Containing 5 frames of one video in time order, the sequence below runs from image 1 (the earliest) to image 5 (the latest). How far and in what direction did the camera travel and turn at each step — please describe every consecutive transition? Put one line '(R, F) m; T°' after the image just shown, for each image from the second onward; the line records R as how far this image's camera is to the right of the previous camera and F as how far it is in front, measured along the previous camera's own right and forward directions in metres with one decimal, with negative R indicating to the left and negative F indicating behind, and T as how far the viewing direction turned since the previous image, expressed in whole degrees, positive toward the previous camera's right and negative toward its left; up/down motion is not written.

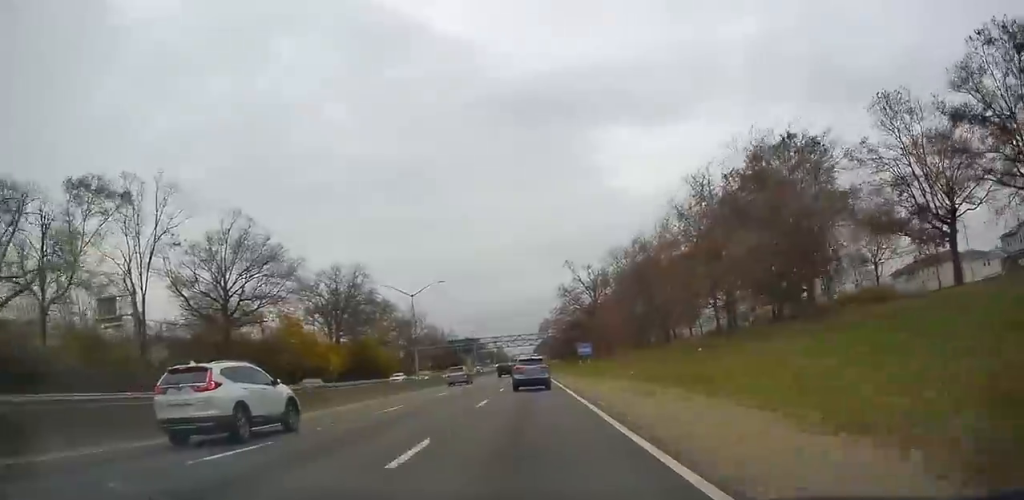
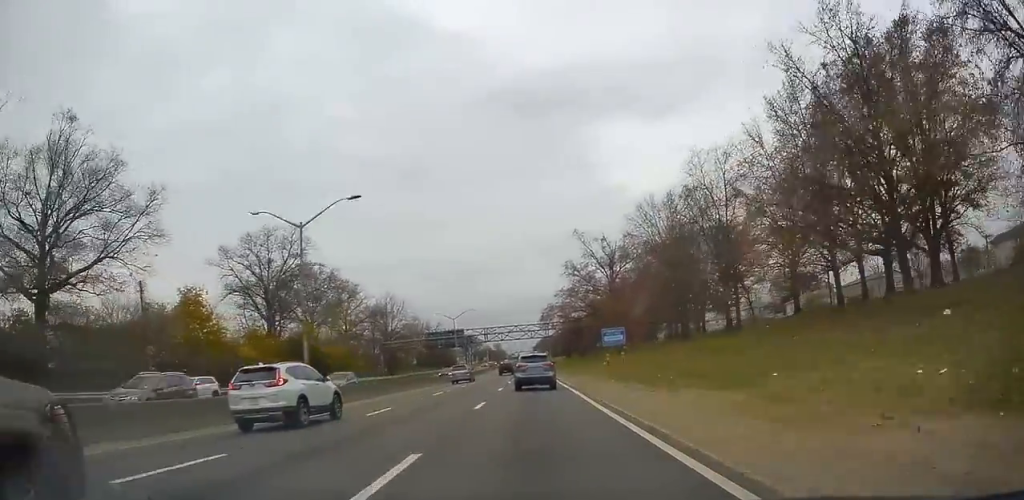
(-0.5, +26.5) m; 0°
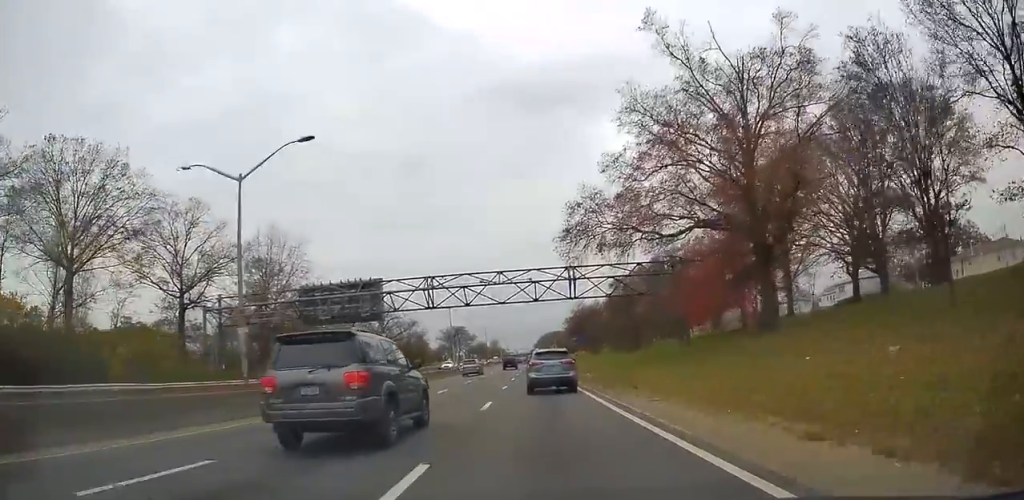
(-0.8, +62.0) m; -1°
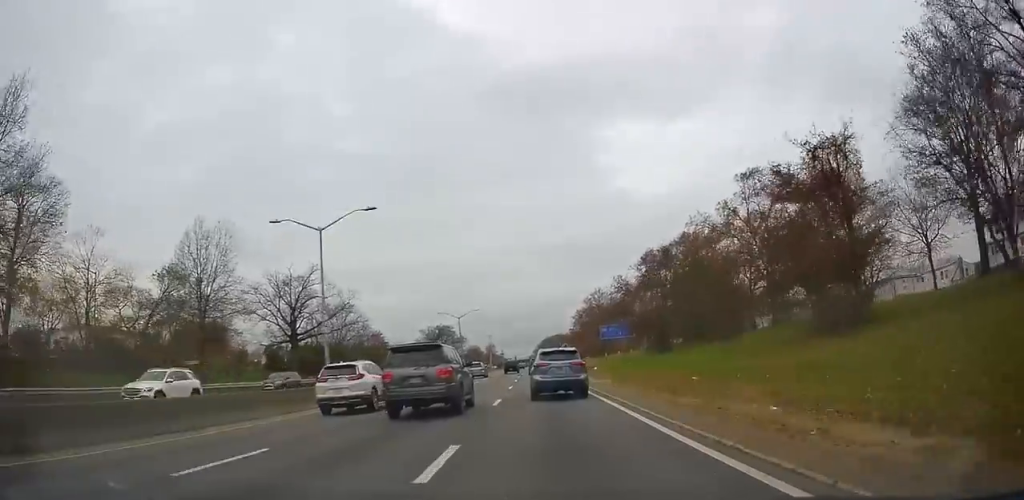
(+0.2, +47.0) m; 0°
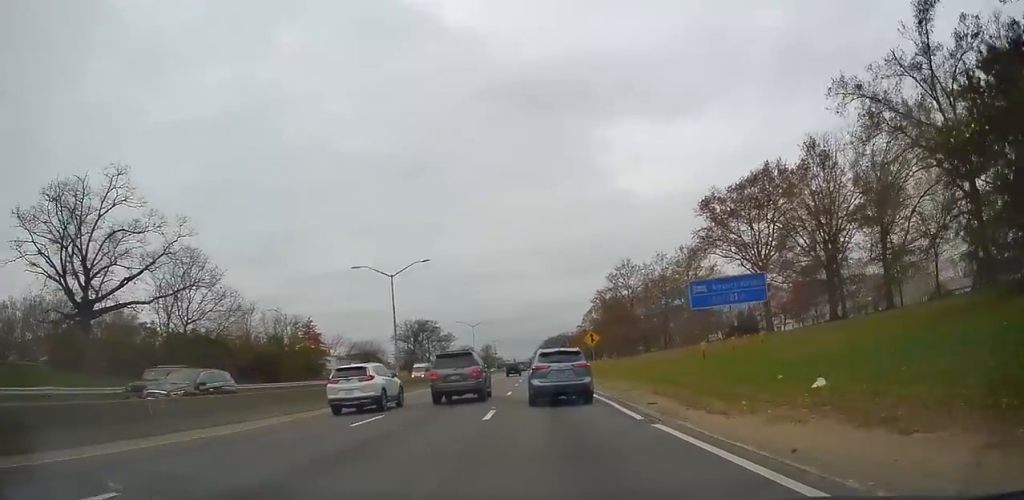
(-0.1, +41.3) m; 0°
